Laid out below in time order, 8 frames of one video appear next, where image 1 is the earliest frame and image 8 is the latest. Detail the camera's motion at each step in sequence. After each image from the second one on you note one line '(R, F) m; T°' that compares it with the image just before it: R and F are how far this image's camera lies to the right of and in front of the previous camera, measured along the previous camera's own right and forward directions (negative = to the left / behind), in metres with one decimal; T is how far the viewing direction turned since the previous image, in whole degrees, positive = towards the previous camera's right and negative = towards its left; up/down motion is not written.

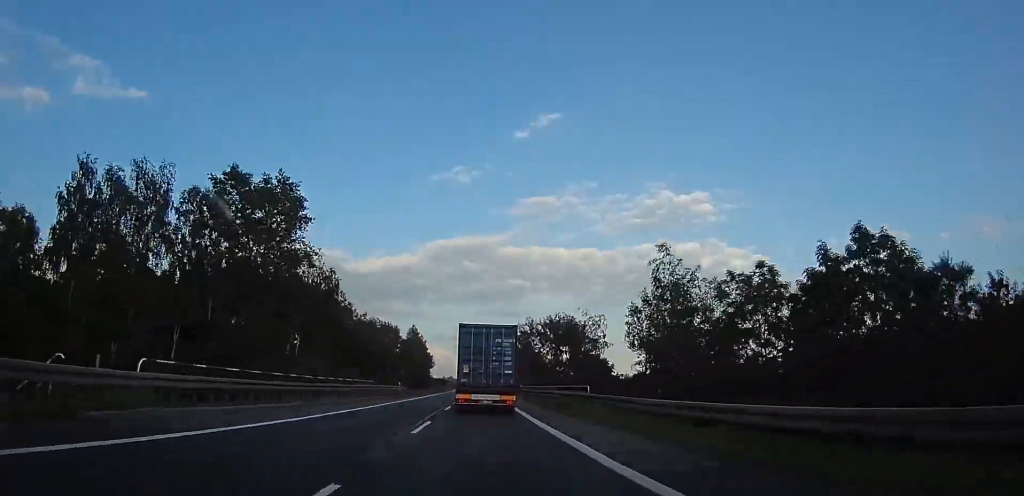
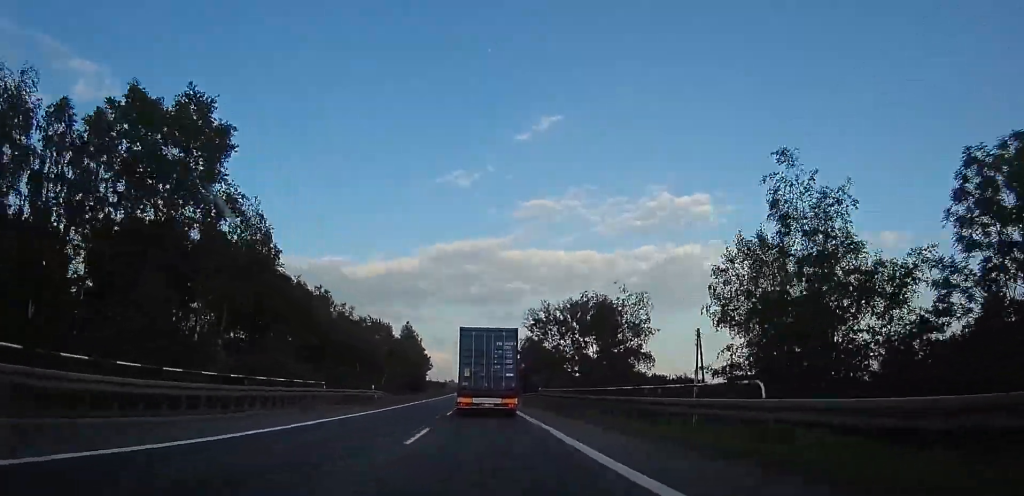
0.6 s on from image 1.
(-0.9, +13.7) m; 0°
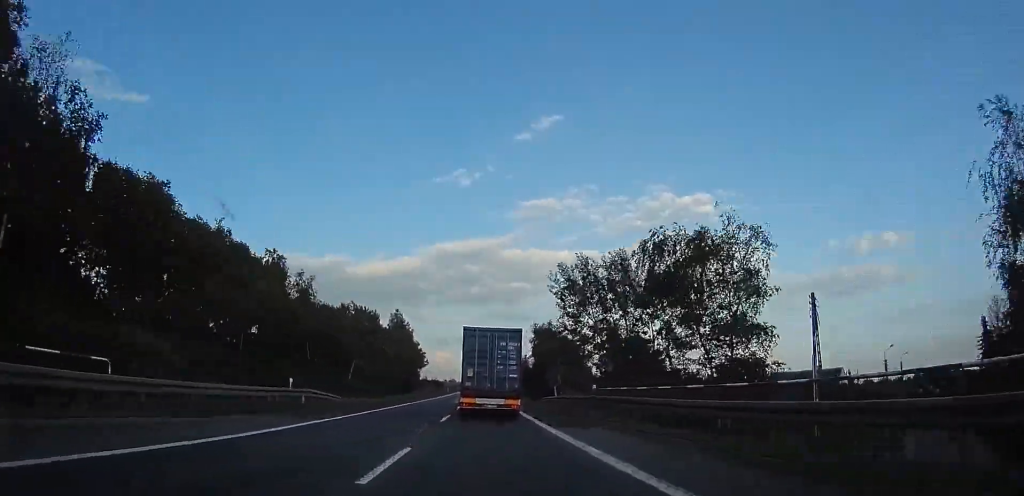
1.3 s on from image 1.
(0.0, +17.0) m; +1°
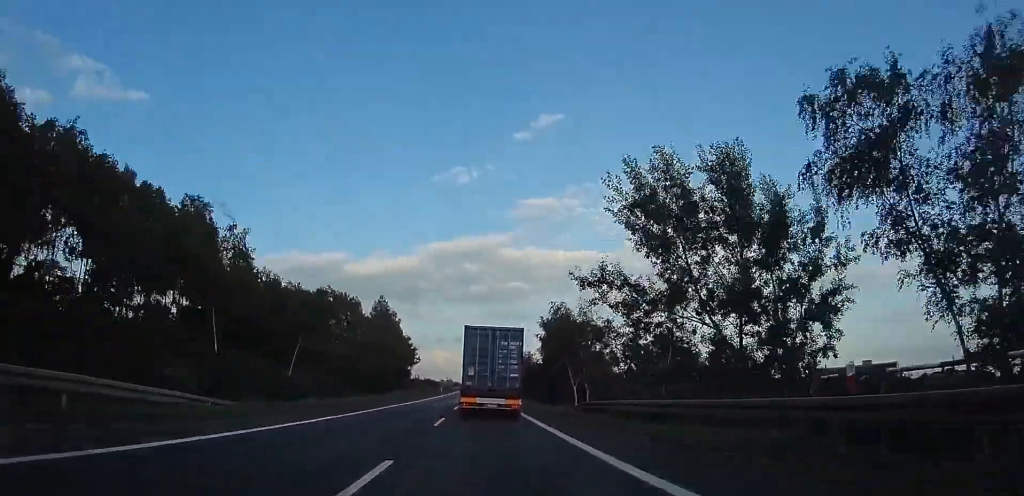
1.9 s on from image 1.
(+0.5, +14.6) m; +2°
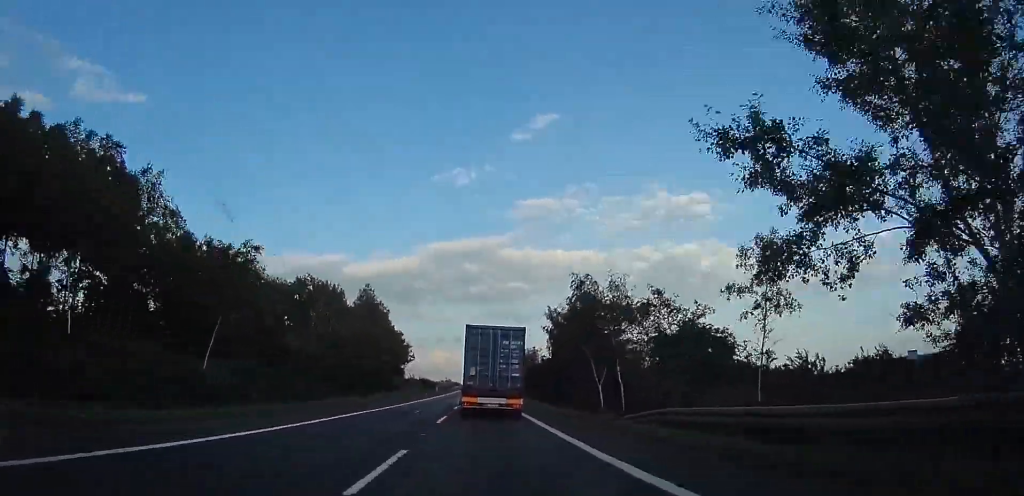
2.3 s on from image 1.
(0.0, +10.6) m; 0°
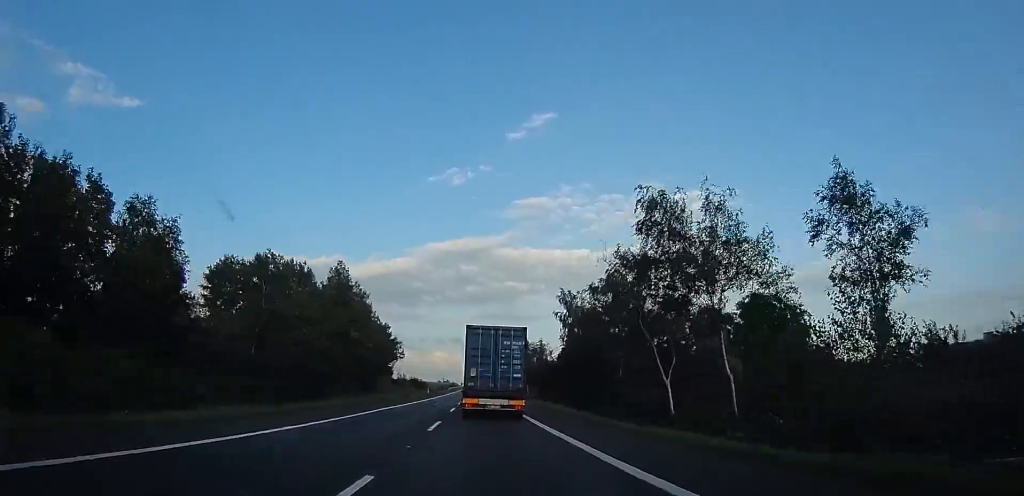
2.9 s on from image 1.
(0.0, +14.7) m; 0°
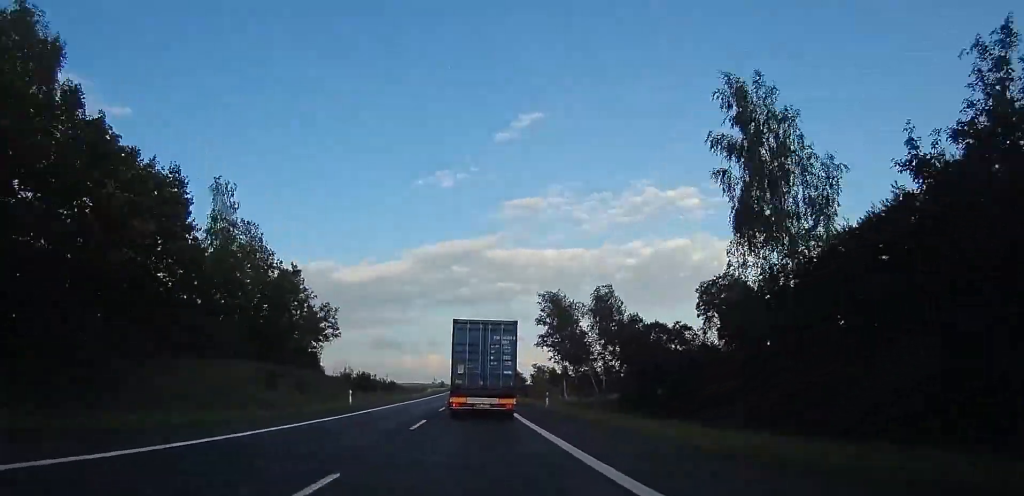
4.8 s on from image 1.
(-2.8, +47.3) m; -3°
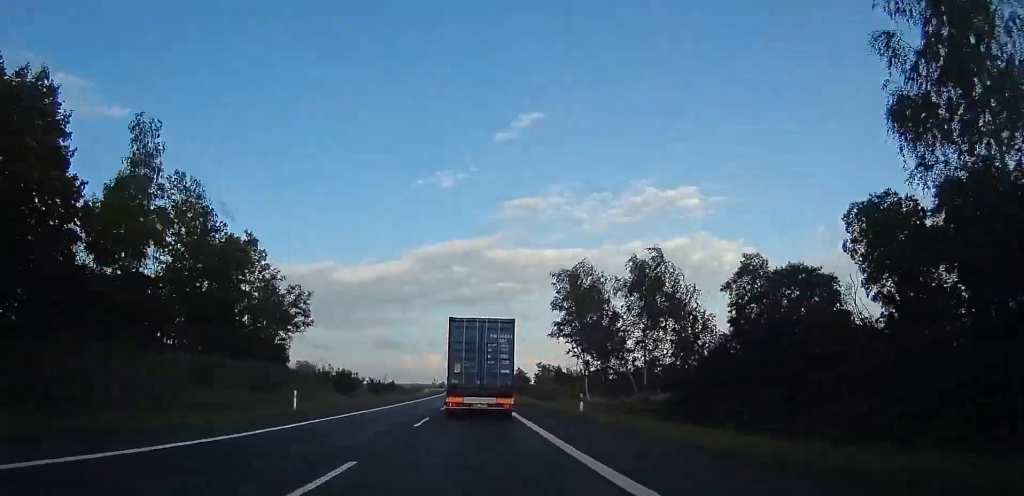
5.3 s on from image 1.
(+0.5, +10.7) m; +1°
